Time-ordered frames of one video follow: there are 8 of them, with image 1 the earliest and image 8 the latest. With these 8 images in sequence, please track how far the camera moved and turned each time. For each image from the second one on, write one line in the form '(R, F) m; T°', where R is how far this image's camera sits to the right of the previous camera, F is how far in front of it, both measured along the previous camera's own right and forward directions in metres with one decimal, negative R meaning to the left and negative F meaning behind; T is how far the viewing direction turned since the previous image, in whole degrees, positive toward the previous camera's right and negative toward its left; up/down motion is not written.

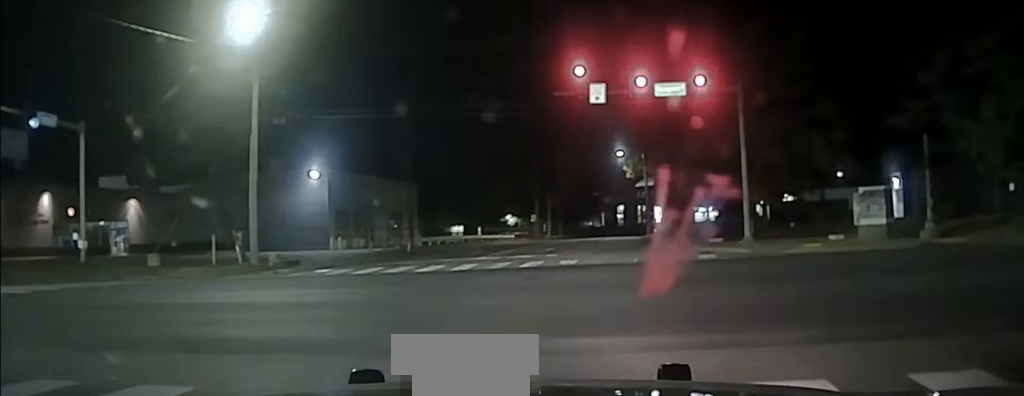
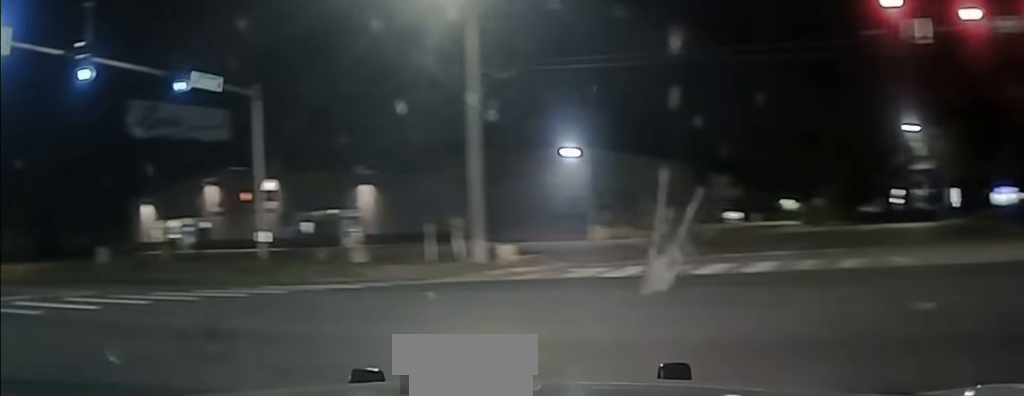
(-0.6, +9.4) m; -17°
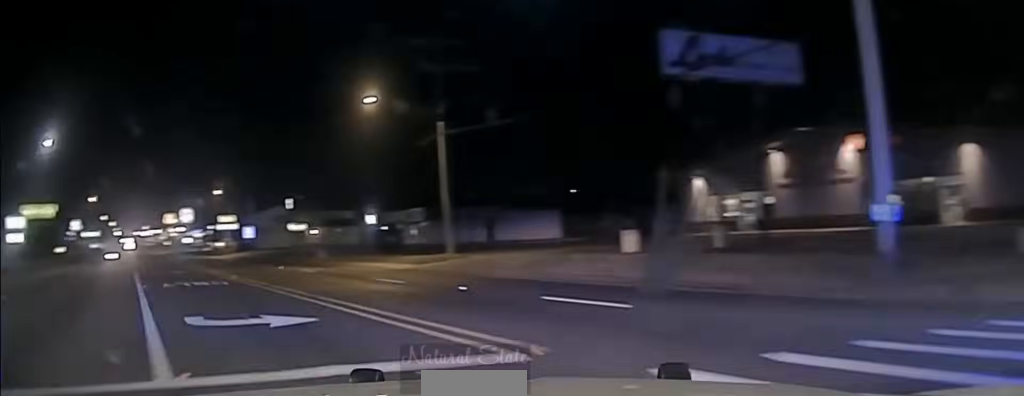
(-2.4, +8.9) m; -28°
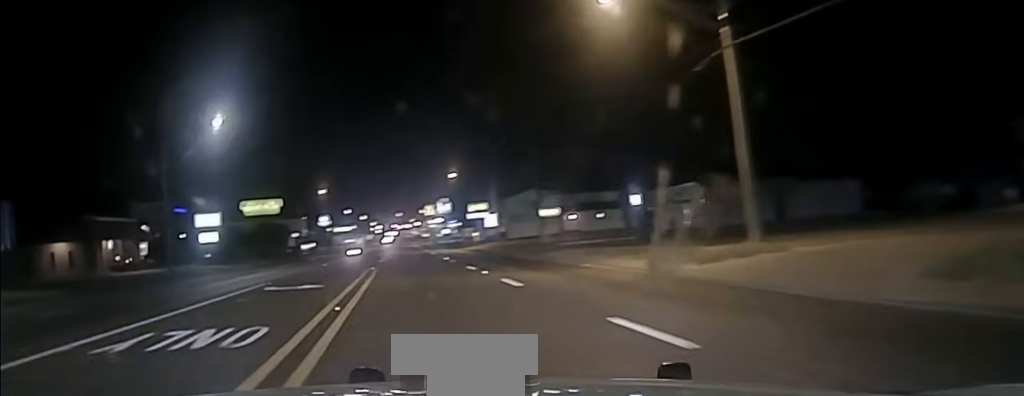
(-2.7, +13.5) m; -20°
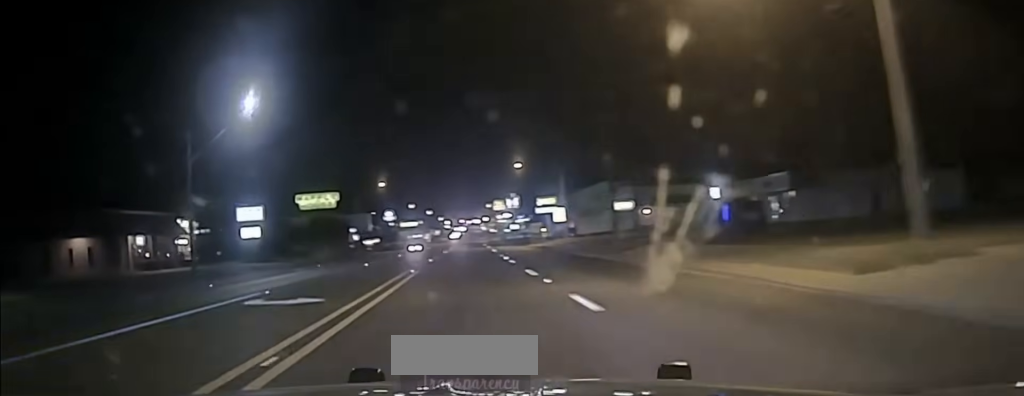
(-0.4, +7.5) m; -5°
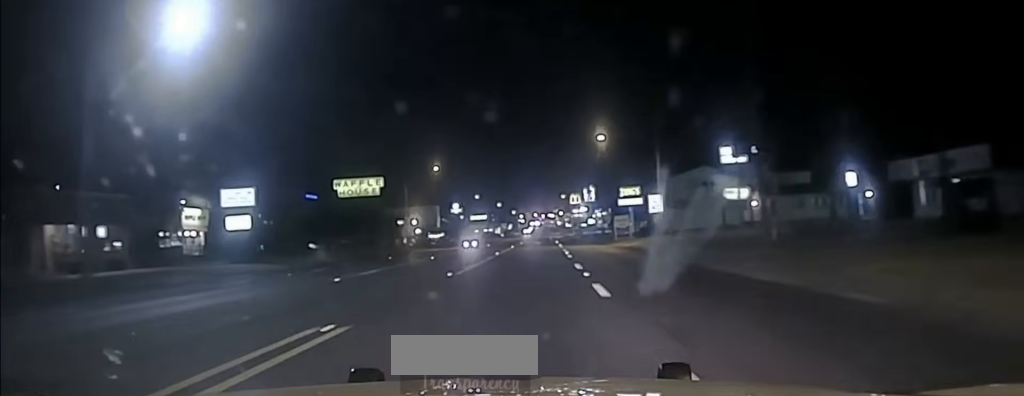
(-1.8, +22.7) m; -7°
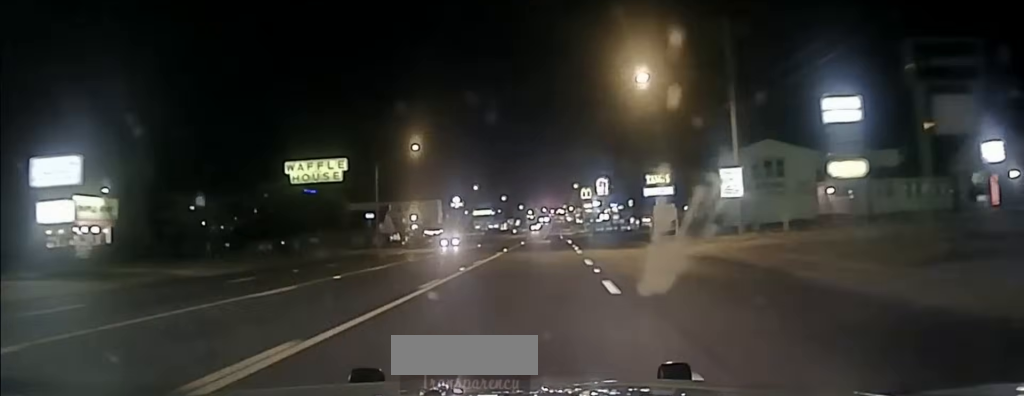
(-1.0, +24.5) m; -3°
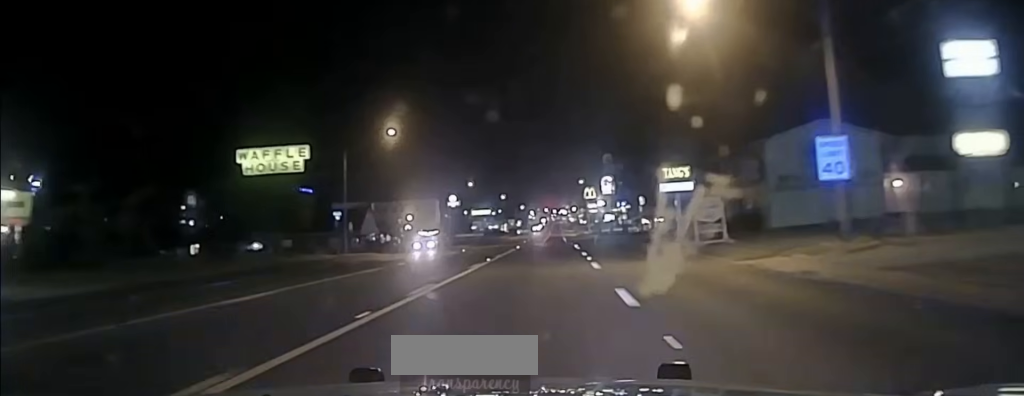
(-0.3, +15.4) m; -1°
